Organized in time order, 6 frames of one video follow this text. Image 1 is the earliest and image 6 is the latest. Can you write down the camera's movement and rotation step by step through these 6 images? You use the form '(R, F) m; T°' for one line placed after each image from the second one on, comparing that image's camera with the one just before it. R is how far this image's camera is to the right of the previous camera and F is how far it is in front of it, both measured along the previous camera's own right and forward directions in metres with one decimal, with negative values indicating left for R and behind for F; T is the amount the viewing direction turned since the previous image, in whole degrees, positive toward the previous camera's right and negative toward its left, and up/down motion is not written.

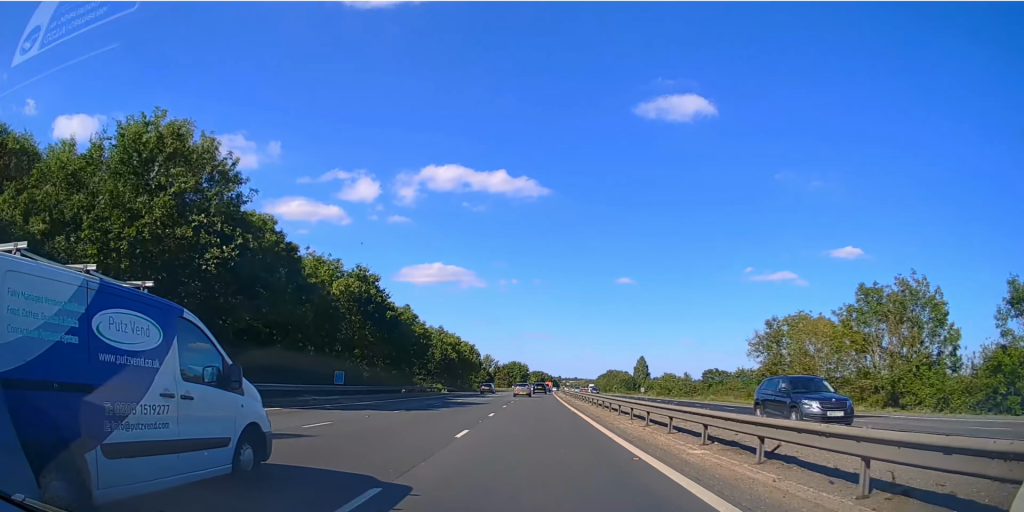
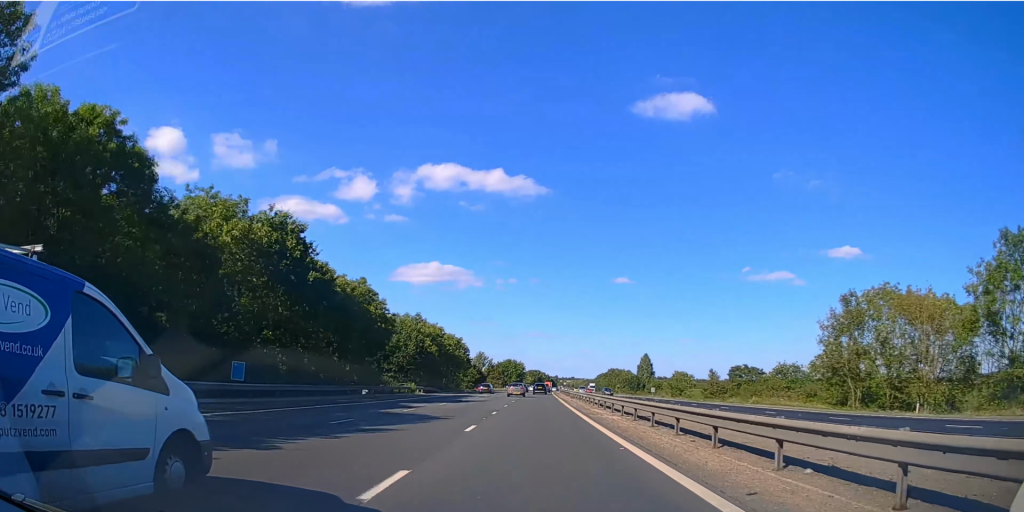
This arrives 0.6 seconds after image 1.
(0.0, +16.9) m; 0°
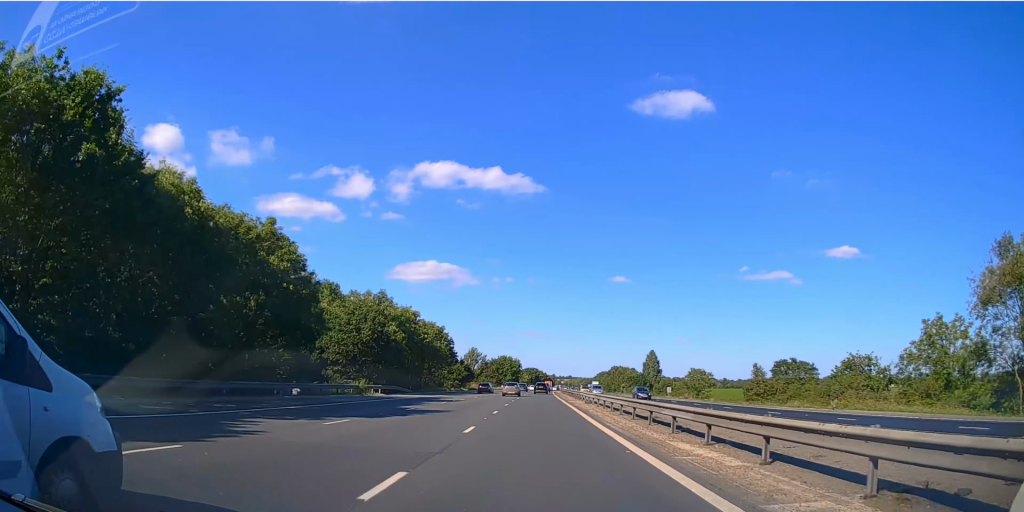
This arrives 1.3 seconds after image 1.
(+0.1, +18.8) m; 0°
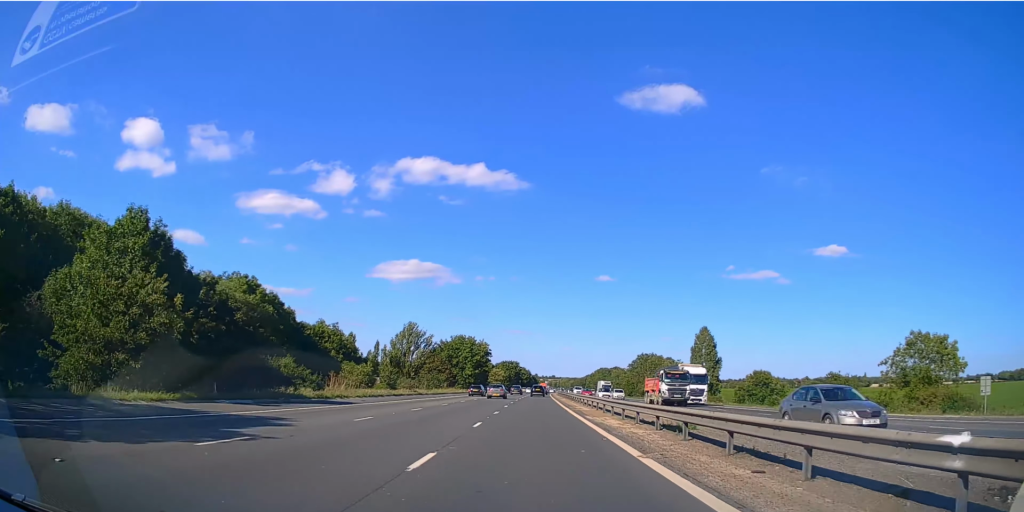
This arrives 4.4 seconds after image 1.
(+1.3, +86.7) m; +2°
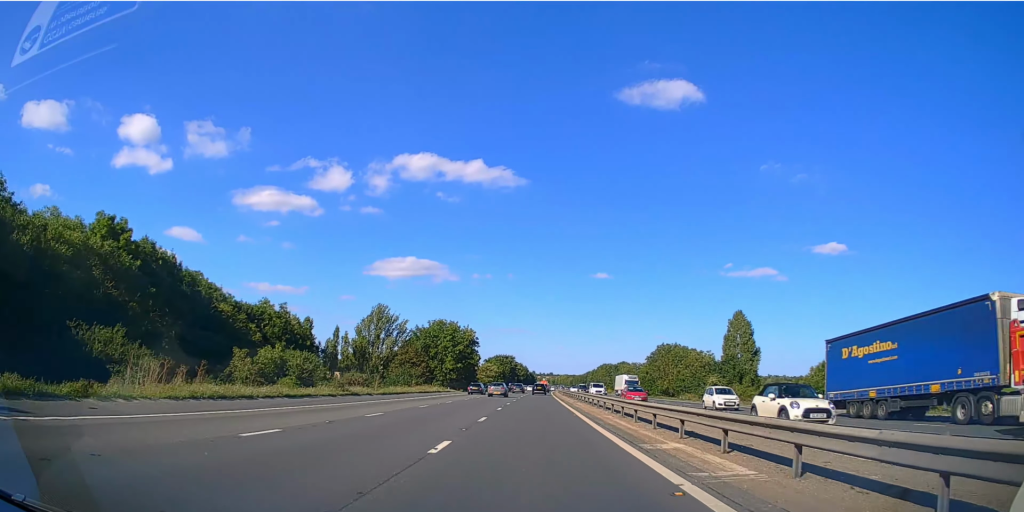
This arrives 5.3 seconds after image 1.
(+0.3, +25.4) m; 0°
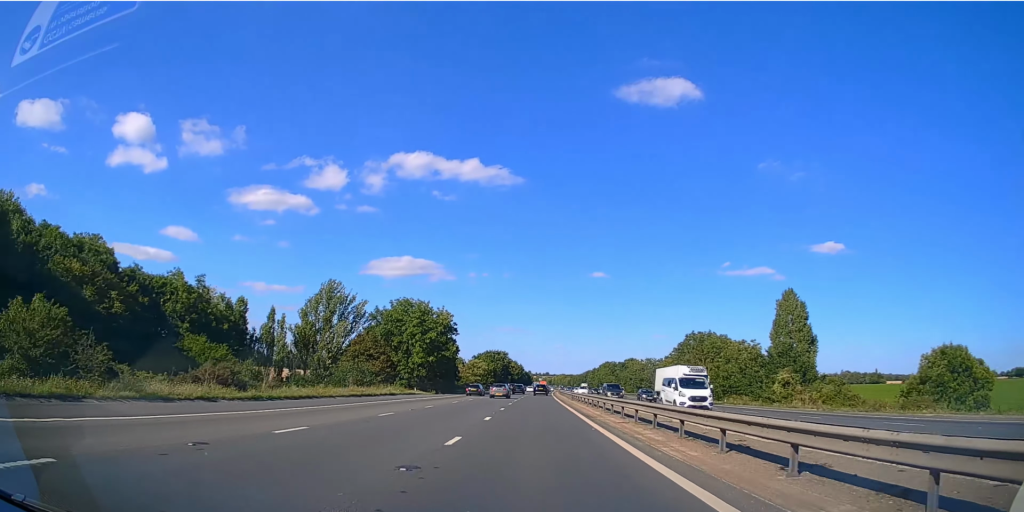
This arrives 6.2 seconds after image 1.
(-0.2, +25.7) m; 0°
